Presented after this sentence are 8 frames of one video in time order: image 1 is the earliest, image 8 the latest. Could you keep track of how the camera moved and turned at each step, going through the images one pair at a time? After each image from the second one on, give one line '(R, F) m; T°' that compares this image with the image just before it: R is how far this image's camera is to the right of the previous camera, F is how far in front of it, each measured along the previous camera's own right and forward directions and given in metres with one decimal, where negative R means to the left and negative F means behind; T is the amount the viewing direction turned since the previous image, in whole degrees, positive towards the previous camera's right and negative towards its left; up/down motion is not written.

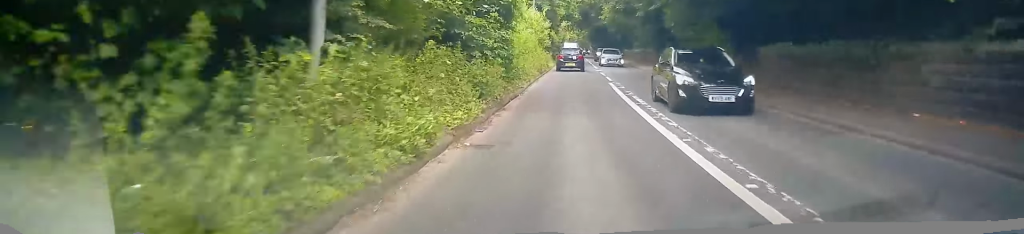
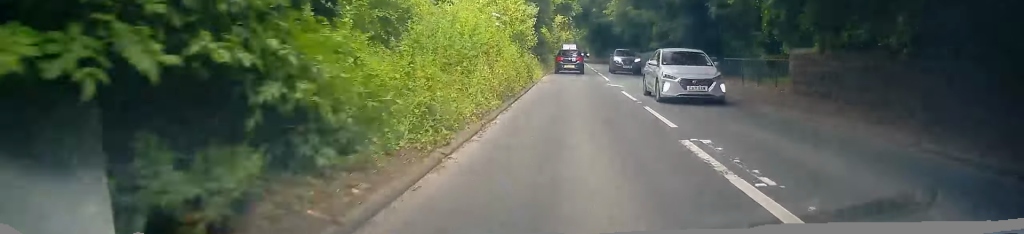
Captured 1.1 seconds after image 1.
(-0.2, +14.8) m; -1°
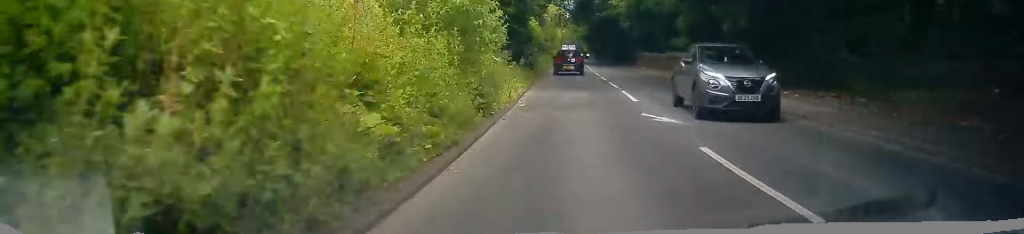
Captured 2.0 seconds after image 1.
(0.0, +12.0) m; 0°
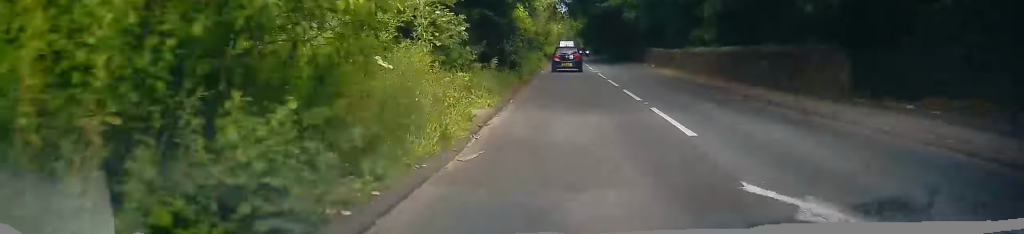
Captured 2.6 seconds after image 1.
(-0.1, +7.6) m; +1°
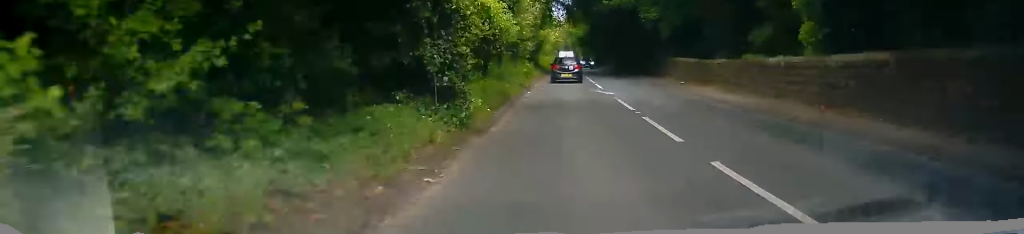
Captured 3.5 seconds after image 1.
(+0.3, +11.6) m; +1°
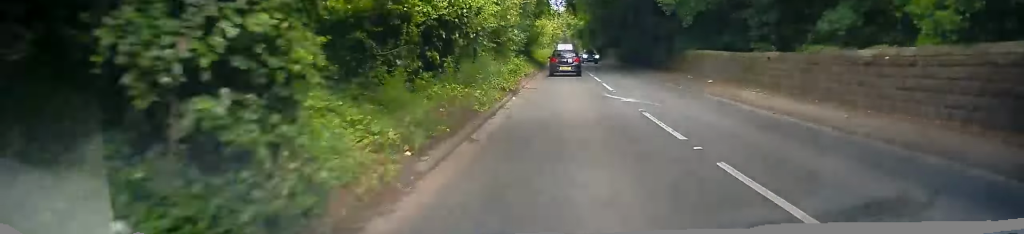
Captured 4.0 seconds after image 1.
(+0.1, +6.6) m; 0°
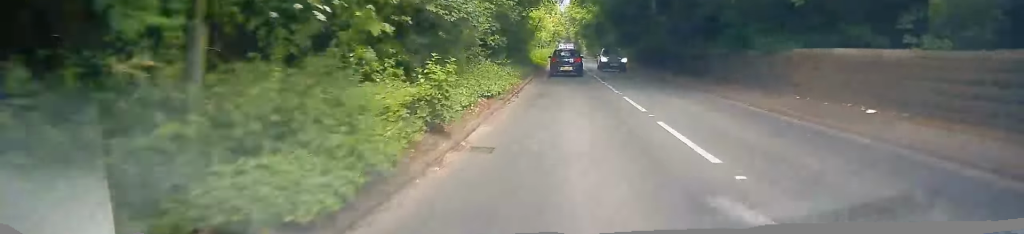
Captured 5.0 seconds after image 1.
(-0.2, +14.0) m; -1°
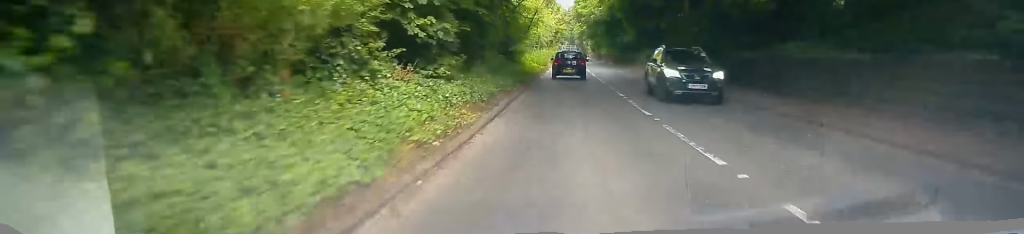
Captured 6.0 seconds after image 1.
(0.0, +12.4) m; 0°
